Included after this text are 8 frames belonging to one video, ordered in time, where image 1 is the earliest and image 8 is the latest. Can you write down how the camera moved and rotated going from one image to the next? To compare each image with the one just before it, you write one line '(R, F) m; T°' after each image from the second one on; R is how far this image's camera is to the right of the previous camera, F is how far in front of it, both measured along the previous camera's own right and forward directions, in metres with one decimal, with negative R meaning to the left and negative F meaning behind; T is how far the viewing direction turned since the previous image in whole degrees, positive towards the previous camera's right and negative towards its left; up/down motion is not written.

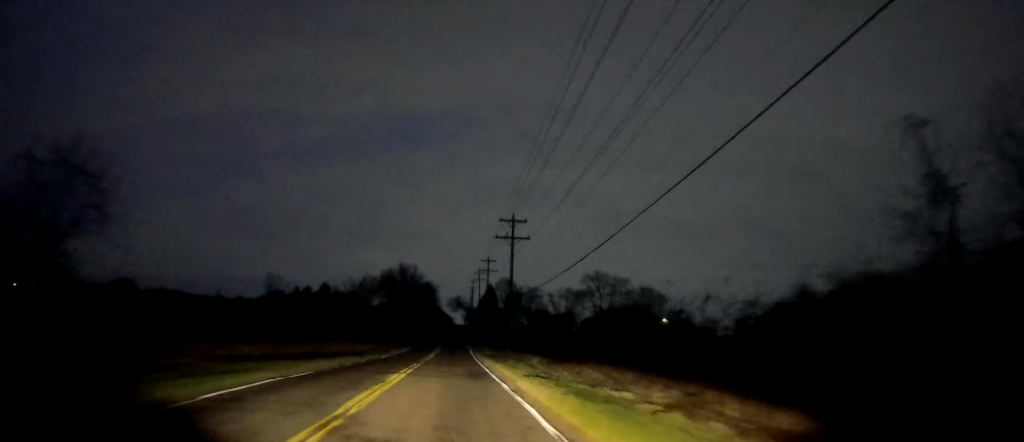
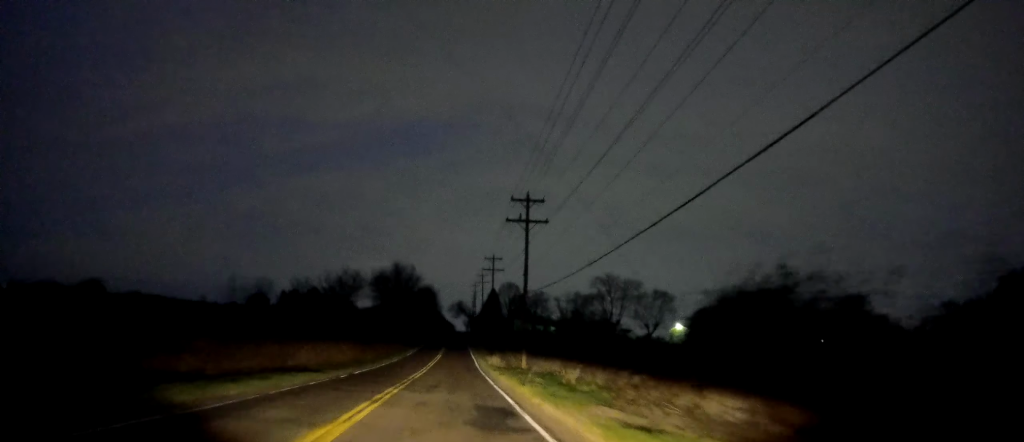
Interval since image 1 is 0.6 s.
(+0.5, +10.2) m; +2°
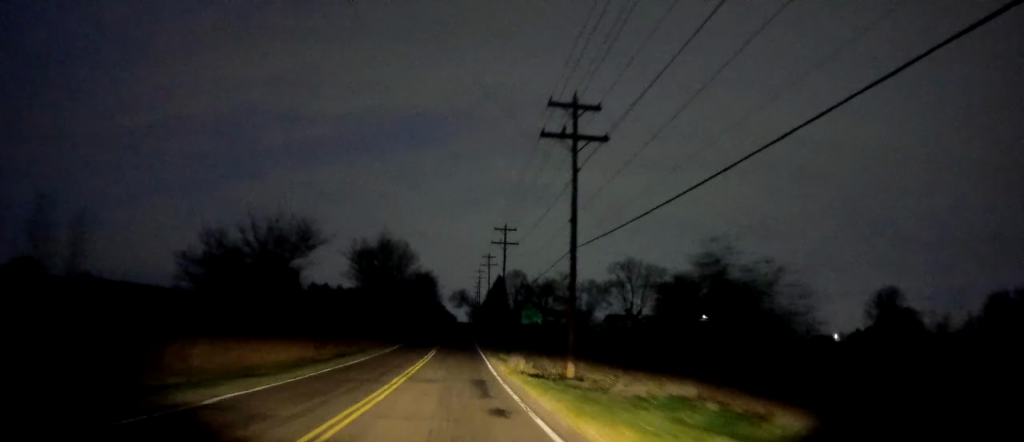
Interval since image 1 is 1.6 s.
(+0.5, +17.1) m; +1°
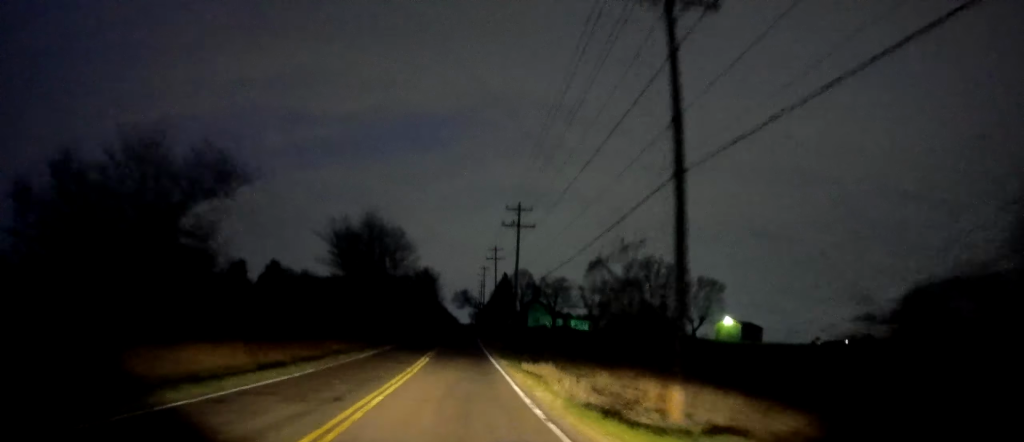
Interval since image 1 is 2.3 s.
(-0.1, +11.9) m; -1°
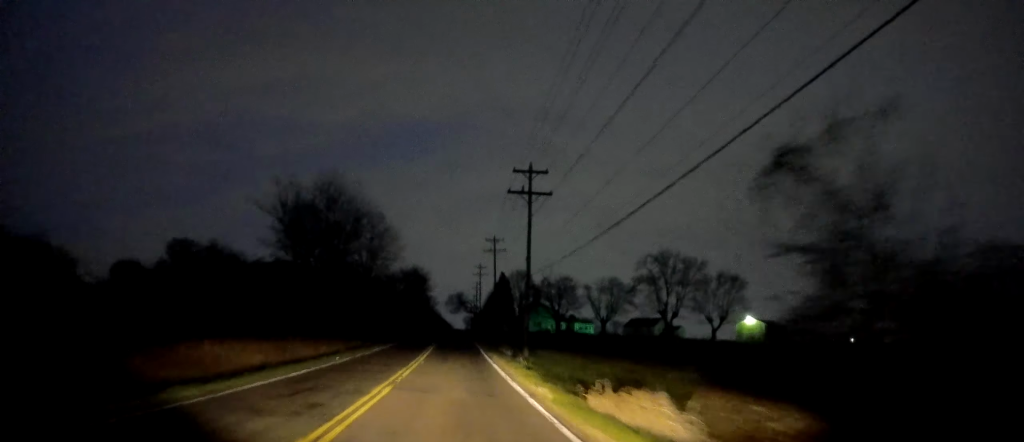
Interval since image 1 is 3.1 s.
(-0.2, +13.7) m; 0°
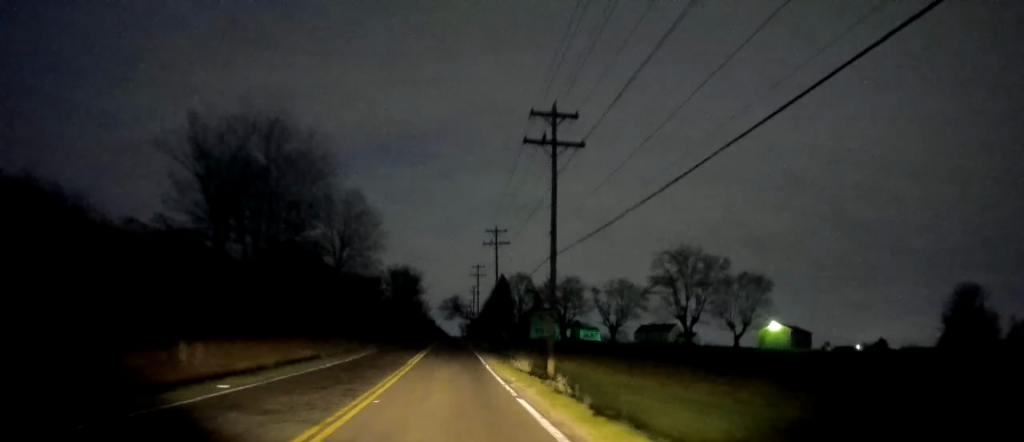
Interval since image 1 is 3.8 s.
(+0.3, +12.1) m; 0°
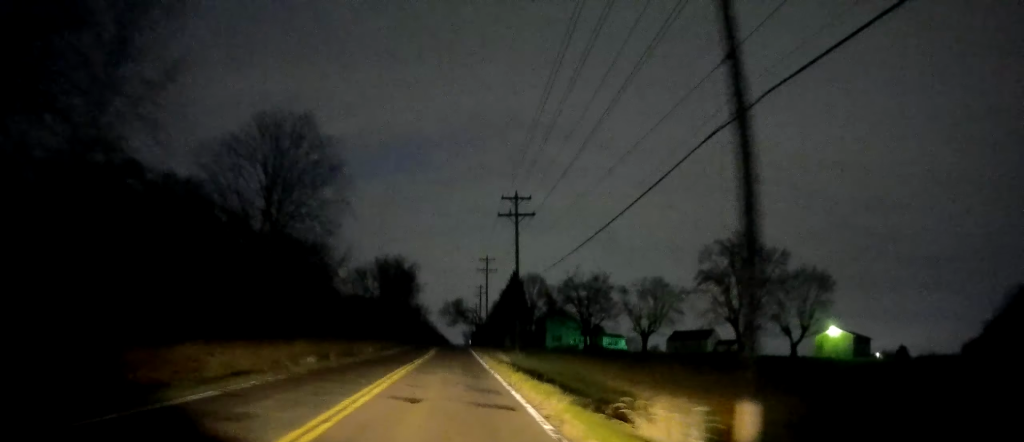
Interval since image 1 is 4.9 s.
(-0.2, +19.0) m; 0°
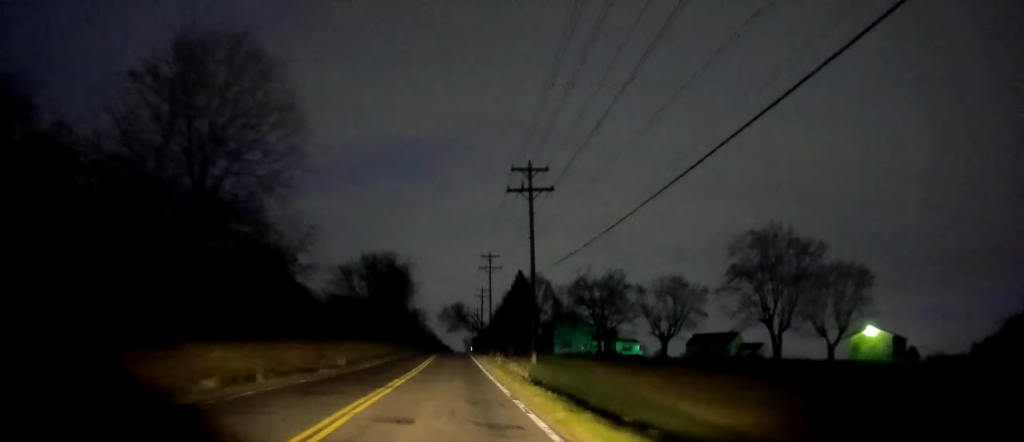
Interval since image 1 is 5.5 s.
(0.0, +10.3) m; 0°
